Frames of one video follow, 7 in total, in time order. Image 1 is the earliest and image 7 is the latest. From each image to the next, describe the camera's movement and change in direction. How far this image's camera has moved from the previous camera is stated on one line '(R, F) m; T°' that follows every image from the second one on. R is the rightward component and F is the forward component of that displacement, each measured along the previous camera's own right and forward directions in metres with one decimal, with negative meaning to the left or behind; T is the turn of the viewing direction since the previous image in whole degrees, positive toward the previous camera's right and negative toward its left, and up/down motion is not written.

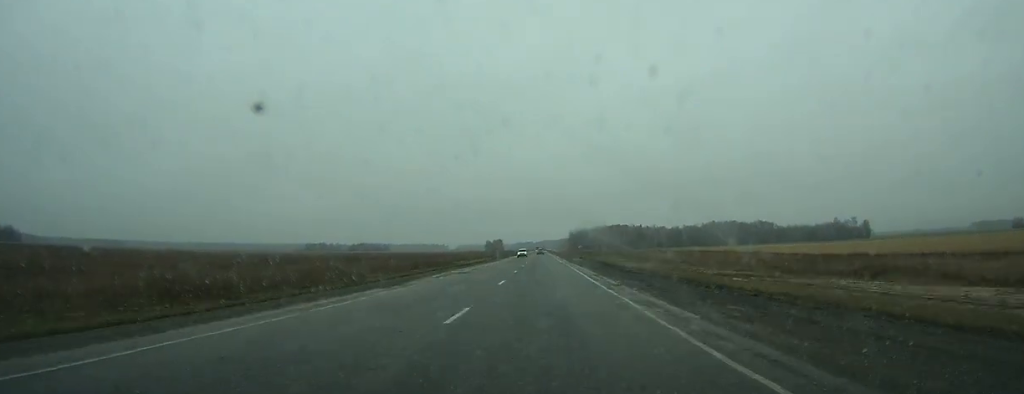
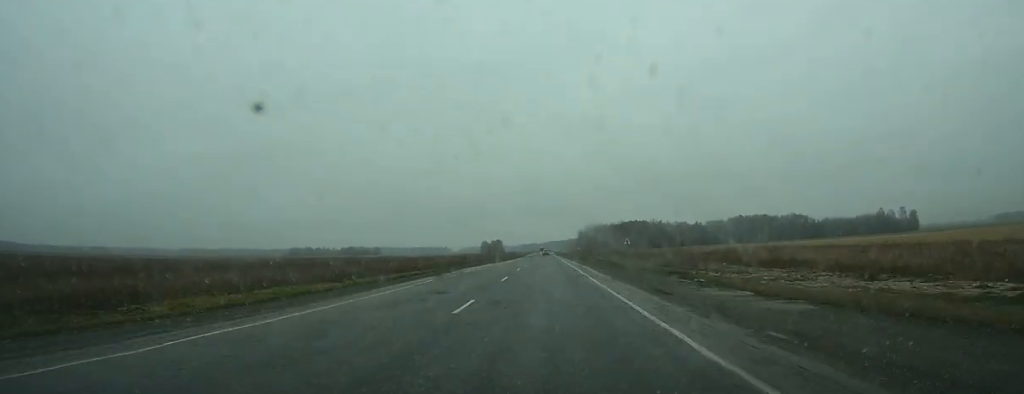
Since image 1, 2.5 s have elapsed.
(-0.2, +75.2) m; 0°
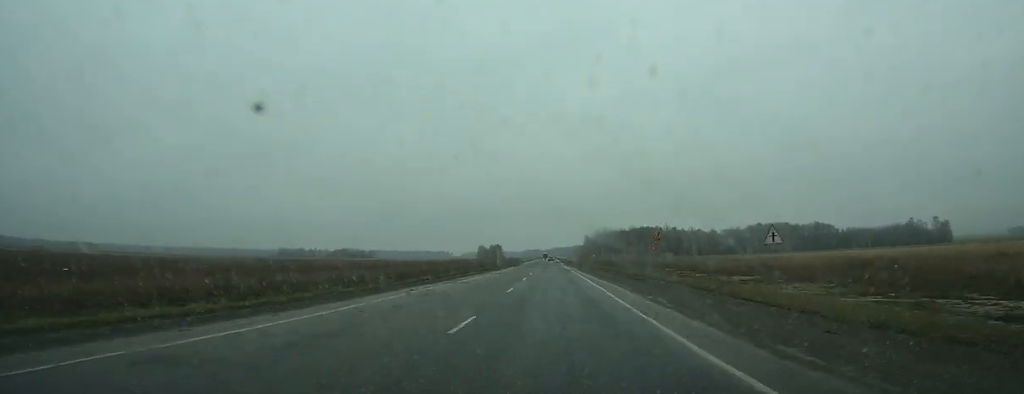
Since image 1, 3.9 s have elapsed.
(0.0, +40.4) m; 0°
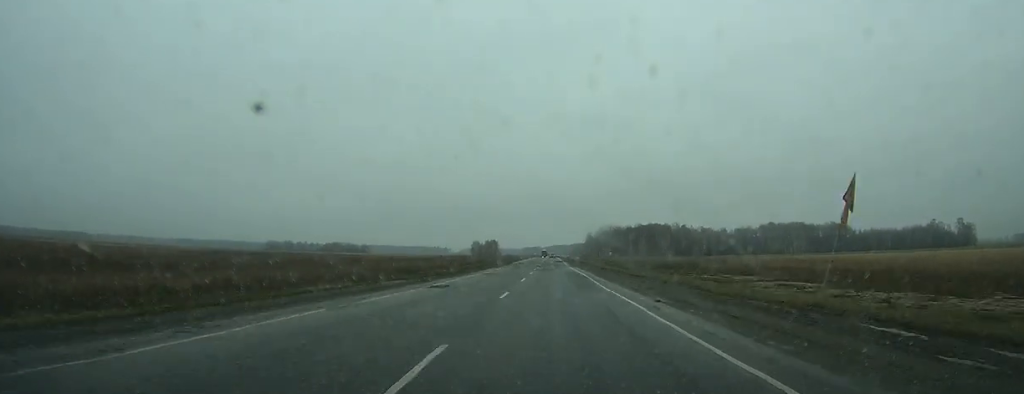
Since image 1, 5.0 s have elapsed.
(-0.1, +29.5) m; 0°
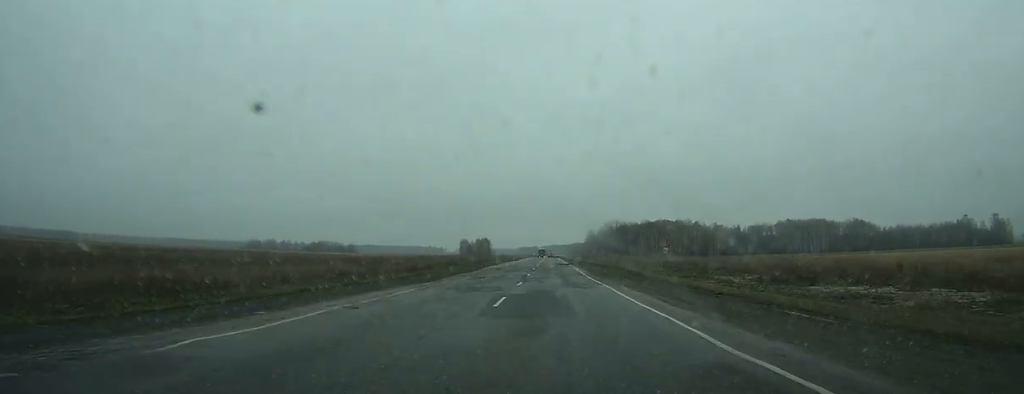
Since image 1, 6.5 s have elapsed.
(0.0, +39.0) m; 0°
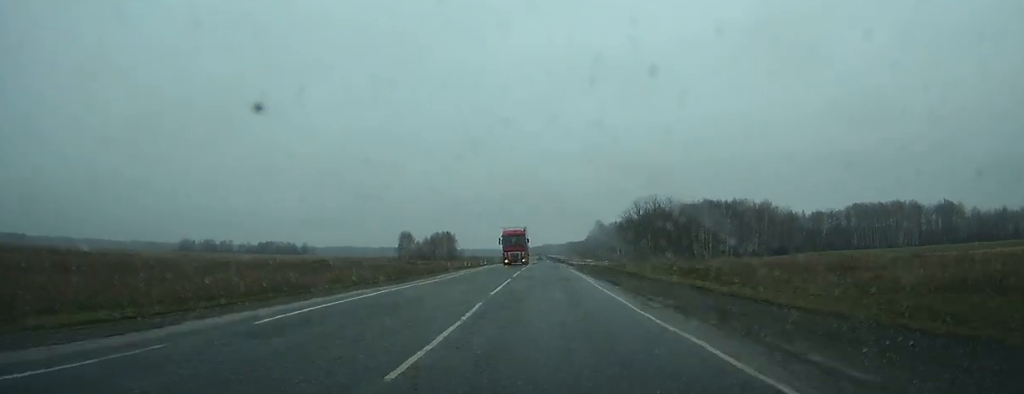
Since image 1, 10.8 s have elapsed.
(+0.2, +112.0) m; 0°
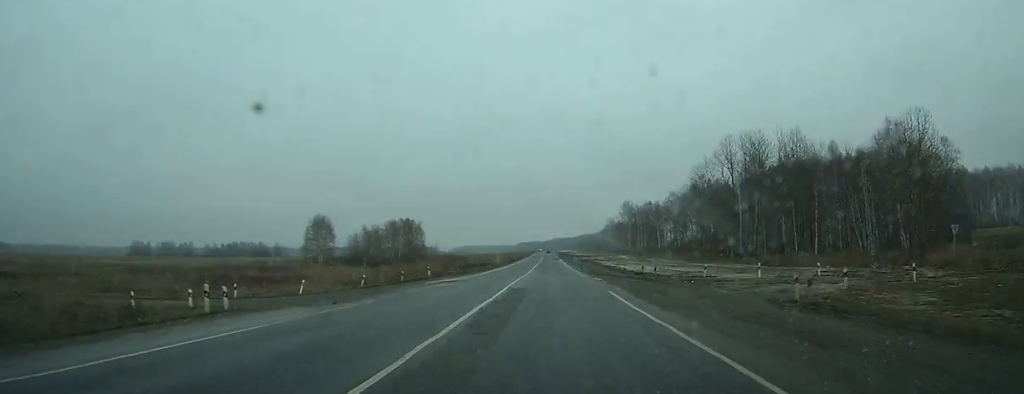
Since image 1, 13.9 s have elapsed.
(-0.2, +82.1) m; 0°
